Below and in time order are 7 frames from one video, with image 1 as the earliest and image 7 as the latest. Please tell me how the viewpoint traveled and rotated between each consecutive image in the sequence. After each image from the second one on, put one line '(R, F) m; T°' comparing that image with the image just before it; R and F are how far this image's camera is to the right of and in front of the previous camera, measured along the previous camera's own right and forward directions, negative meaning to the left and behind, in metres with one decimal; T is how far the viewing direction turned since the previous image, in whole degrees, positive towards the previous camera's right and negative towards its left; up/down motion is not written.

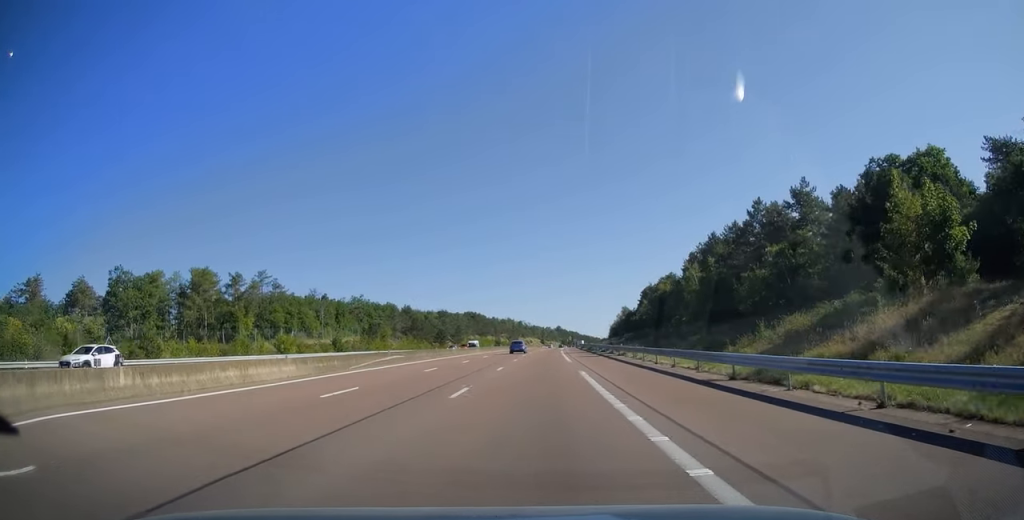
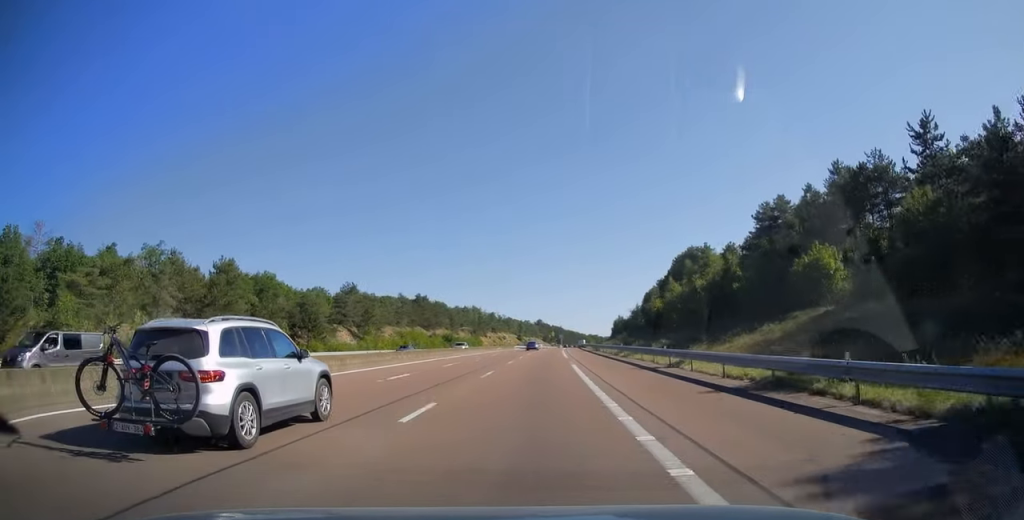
(+1.8, +95.5) m; +2°
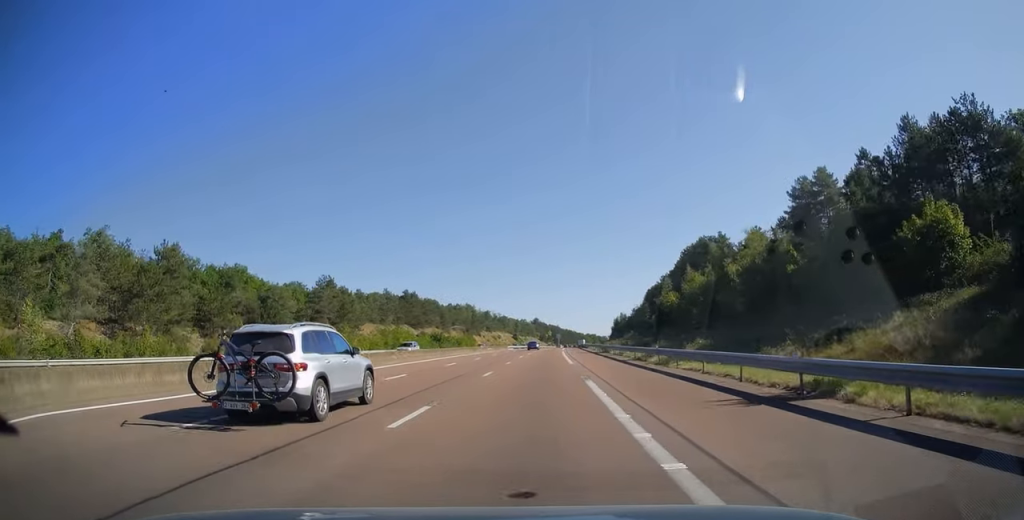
(0.0, +13.7) m; 0°
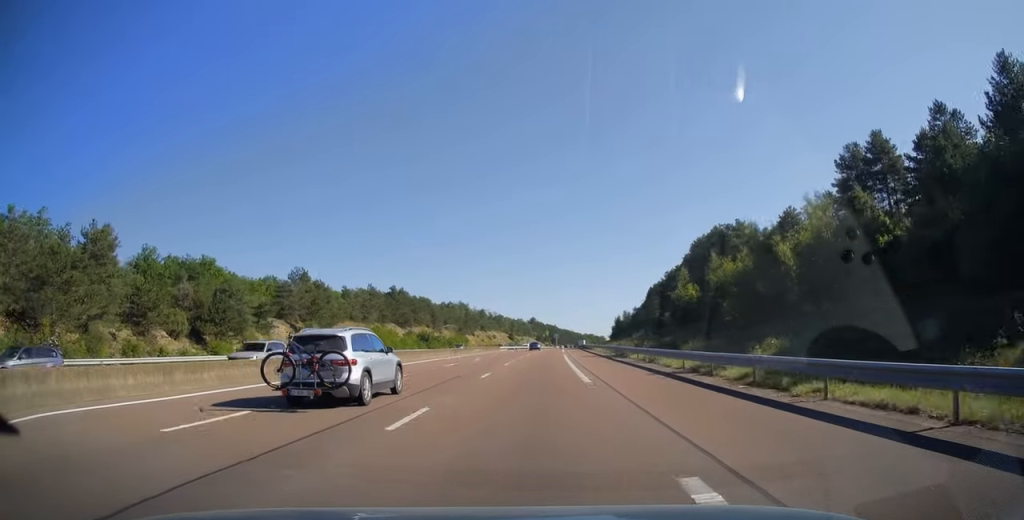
(0.0, +13.2) m; 0°
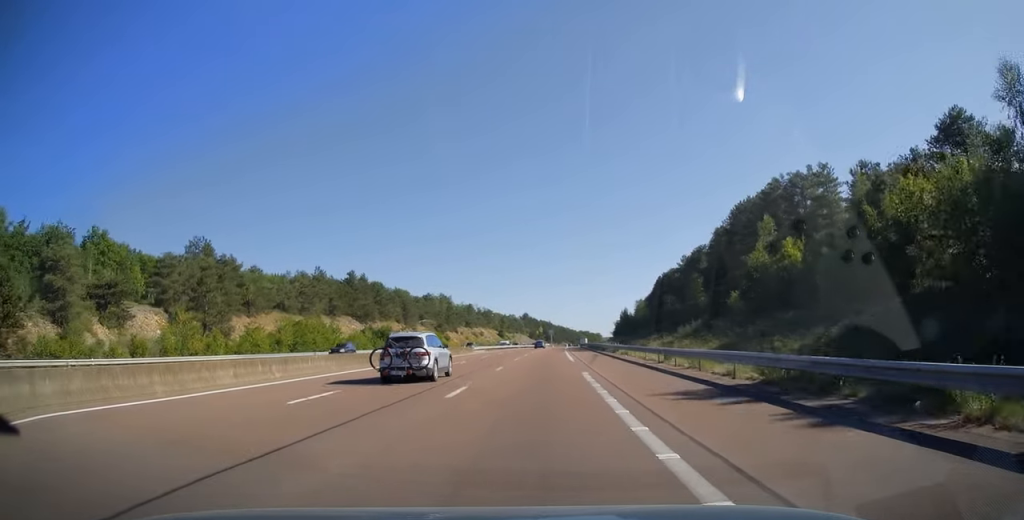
(+0.3, +34.0) m; +1°
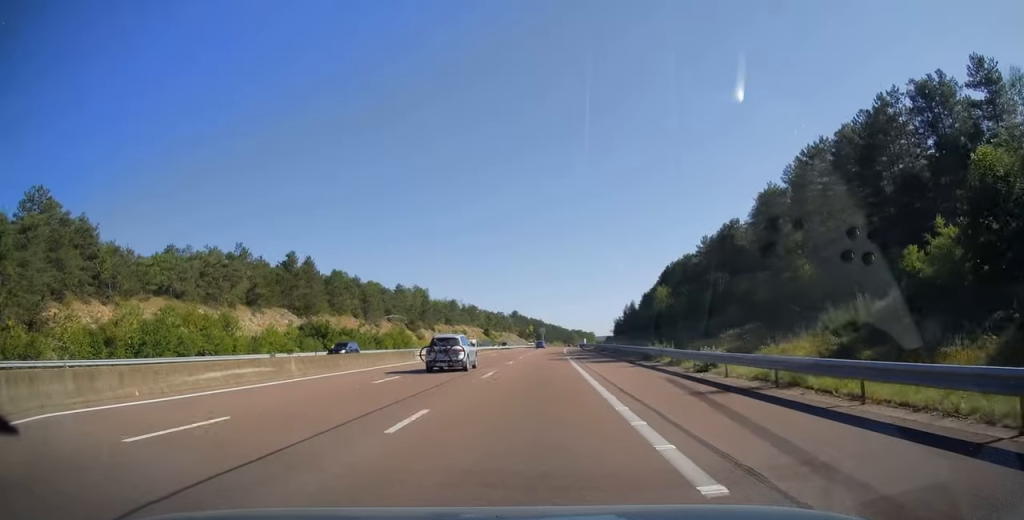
(+0.2, +31.5) m; +1°
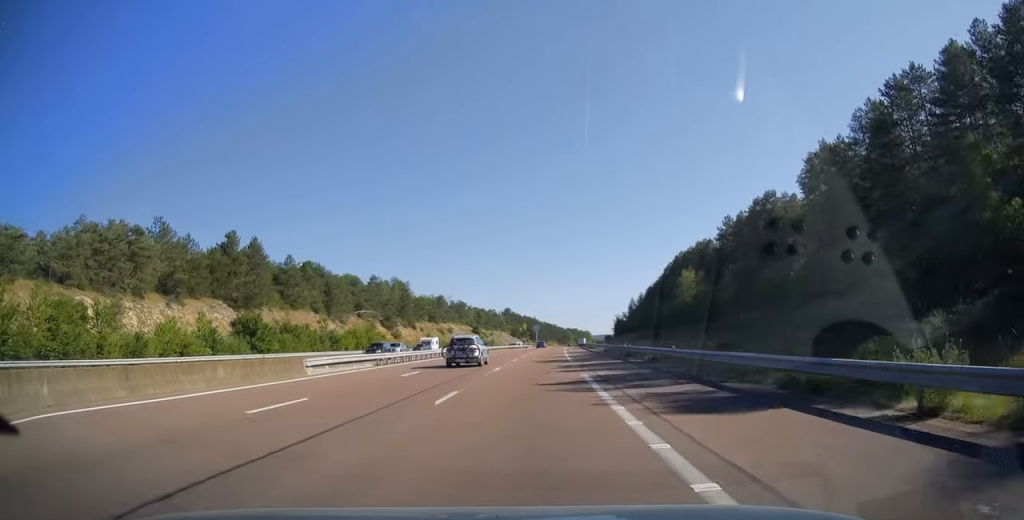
(+0.1, +21.8) m; 0°
